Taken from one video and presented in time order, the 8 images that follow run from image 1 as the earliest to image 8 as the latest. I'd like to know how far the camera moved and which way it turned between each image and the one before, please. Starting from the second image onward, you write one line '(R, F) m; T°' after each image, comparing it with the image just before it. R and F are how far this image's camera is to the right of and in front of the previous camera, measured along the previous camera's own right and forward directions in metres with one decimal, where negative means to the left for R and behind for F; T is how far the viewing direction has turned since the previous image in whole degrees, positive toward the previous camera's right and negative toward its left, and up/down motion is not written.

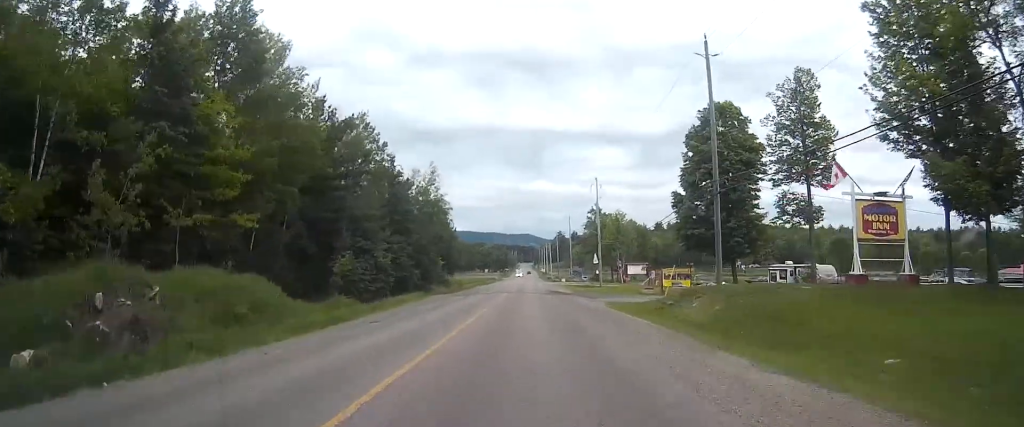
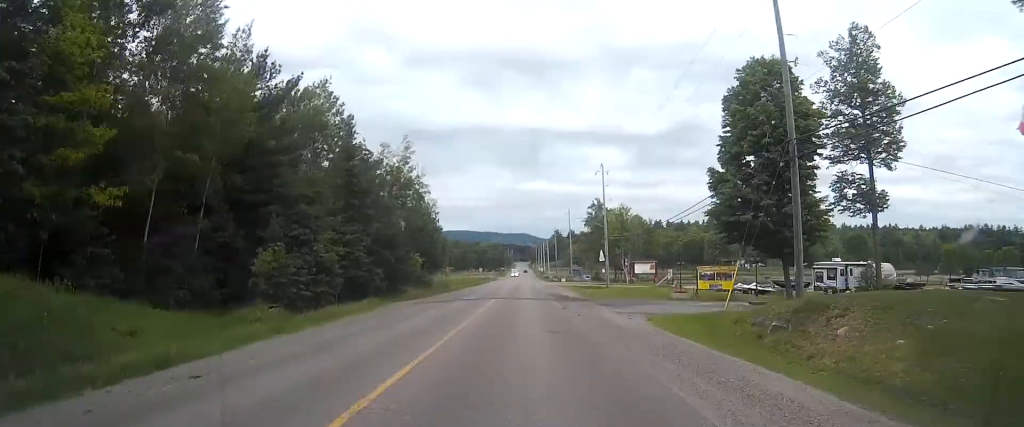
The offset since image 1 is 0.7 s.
(0.0, +14.1) m; 0°
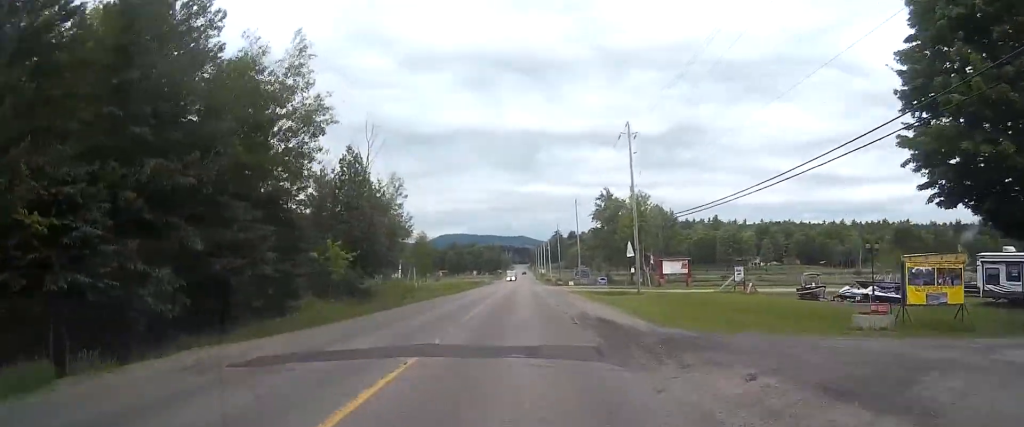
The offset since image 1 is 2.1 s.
(-0.1, +28.2) m; 0°
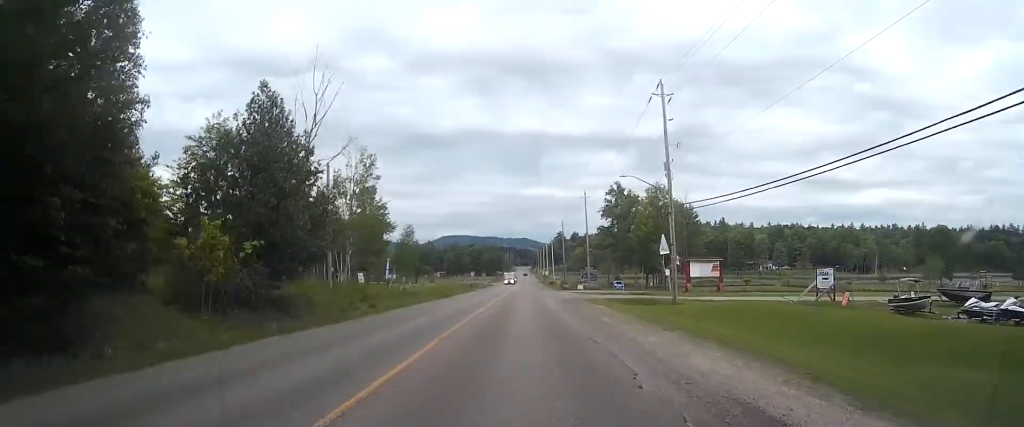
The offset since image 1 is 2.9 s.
(0.0, +17.0) m; 0°
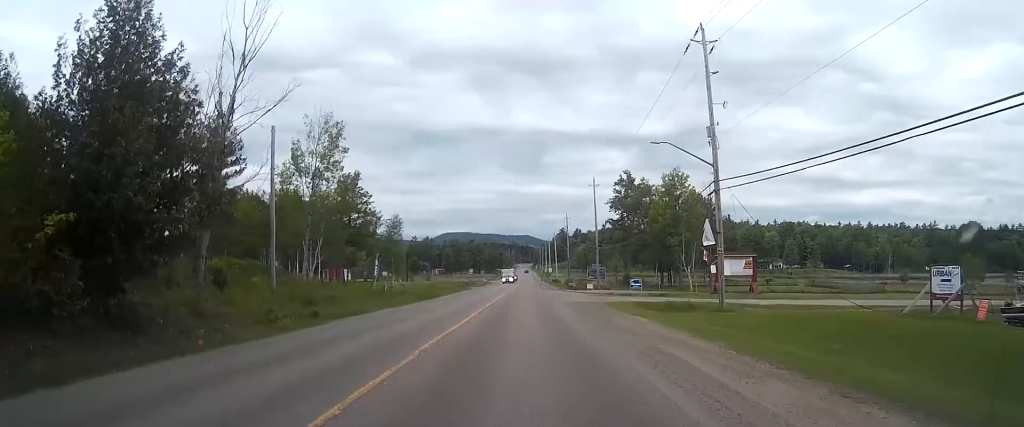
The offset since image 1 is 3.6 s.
(0.0, +13.0) m; 0°
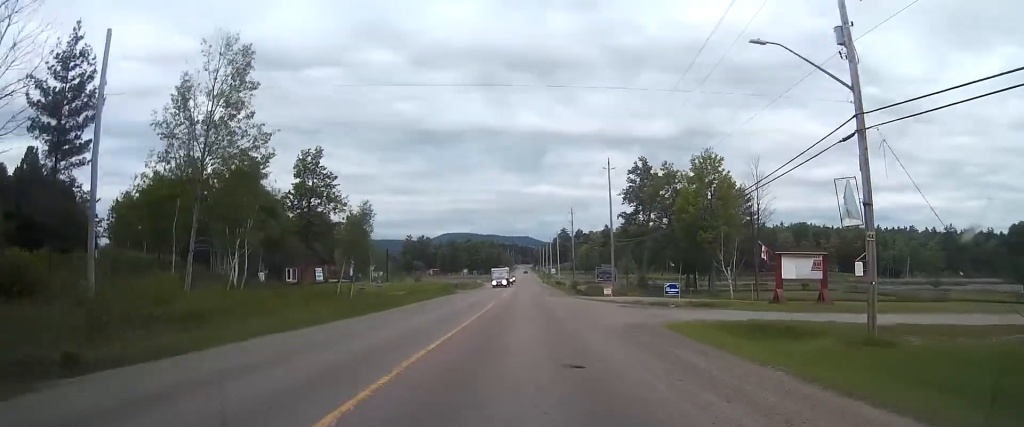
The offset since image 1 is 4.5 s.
(0.0, +19.3) m; 0°
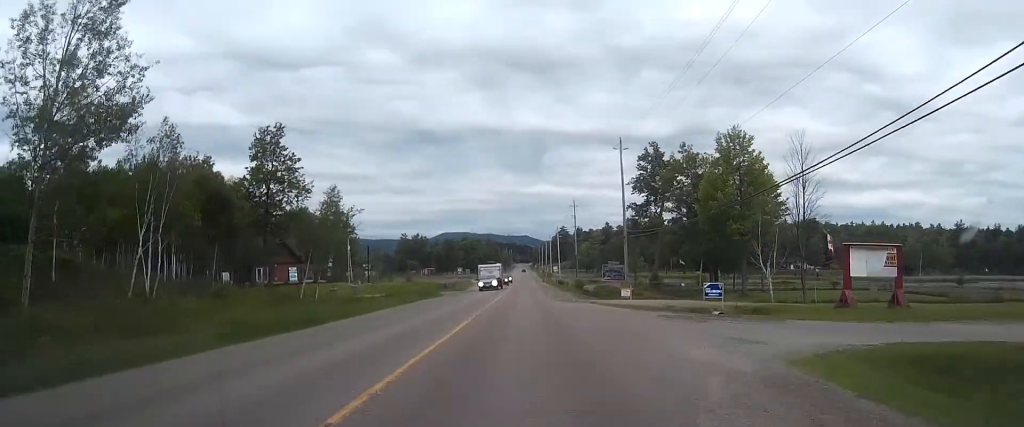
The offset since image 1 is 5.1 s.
(0.0, +13.2) m; 0°
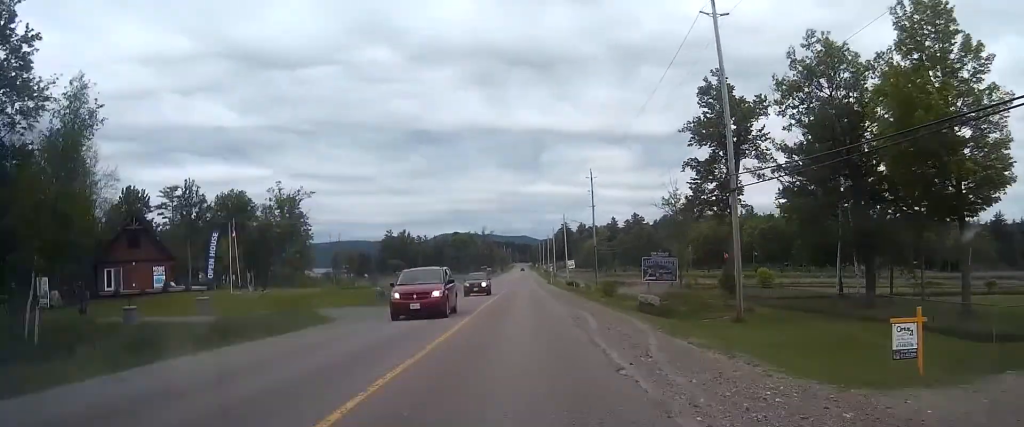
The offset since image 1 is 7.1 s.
(0.0, +41.2) m; 0°
